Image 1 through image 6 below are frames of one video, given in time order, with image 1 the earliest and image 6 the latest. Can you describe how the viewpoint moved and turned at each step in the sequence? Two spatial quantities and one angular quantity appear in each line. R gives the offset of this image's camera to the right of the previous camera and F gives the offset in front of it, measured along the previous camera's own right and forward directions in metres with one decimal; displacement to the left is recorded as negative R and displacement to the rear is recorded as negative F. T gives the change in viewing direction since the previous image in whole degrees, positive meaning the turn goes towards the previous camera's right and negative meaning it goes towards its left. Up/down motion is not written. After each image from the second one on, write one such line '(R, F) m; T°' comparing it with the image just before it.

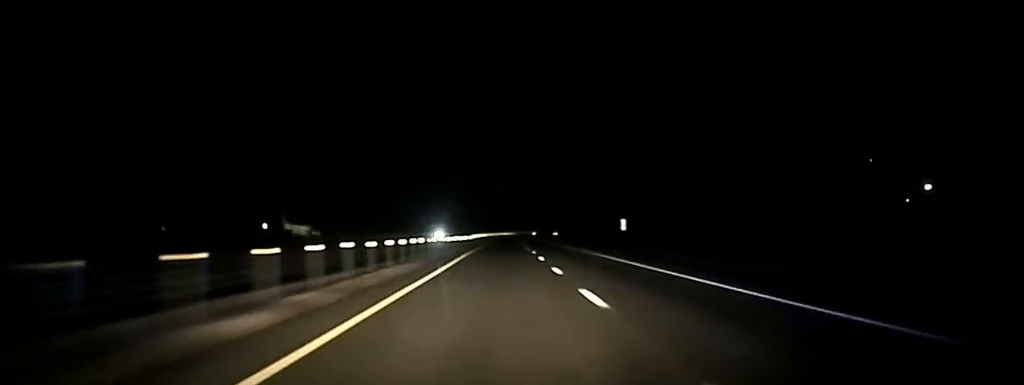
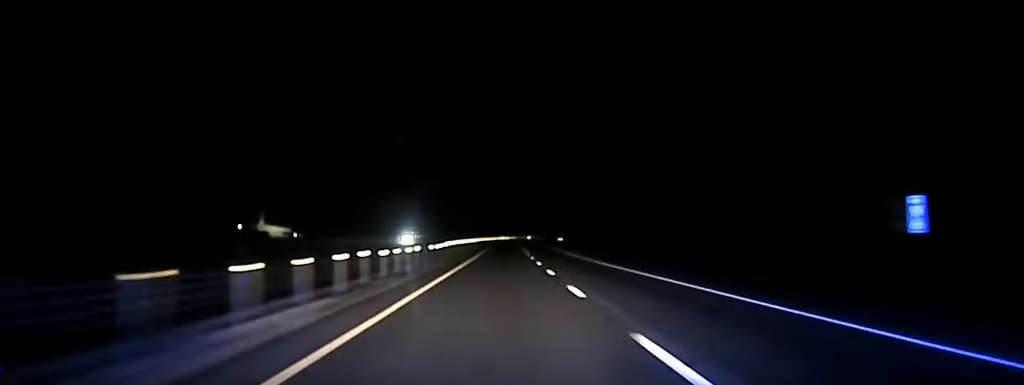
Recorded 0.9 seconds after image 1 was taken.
(0.0, +54.1) m; 0°
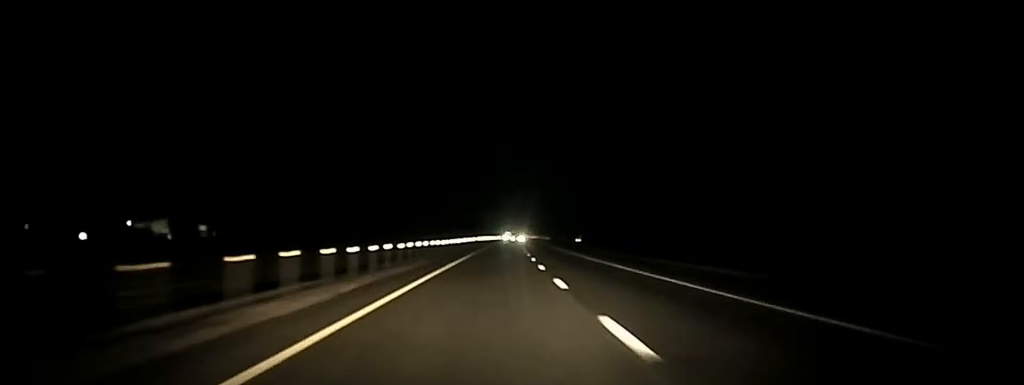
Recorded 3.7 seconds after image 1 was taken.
(+1.2, +166.3) m; +1°
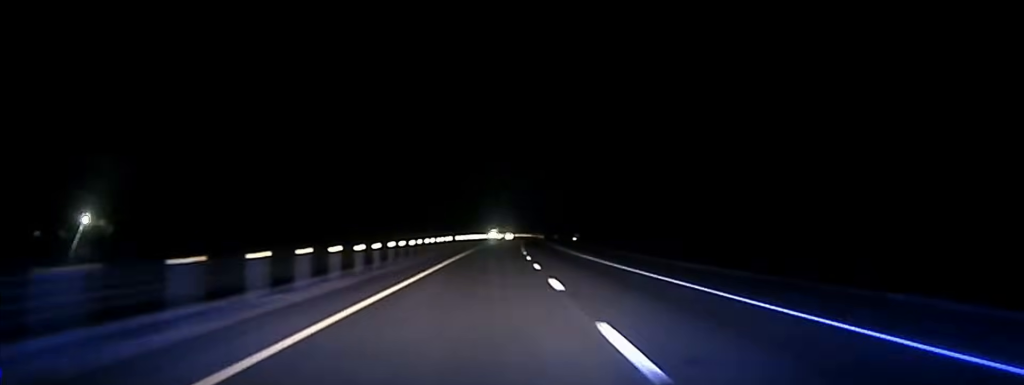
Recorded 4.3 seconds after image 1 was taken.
(+0.5, +36.5) m; +1°
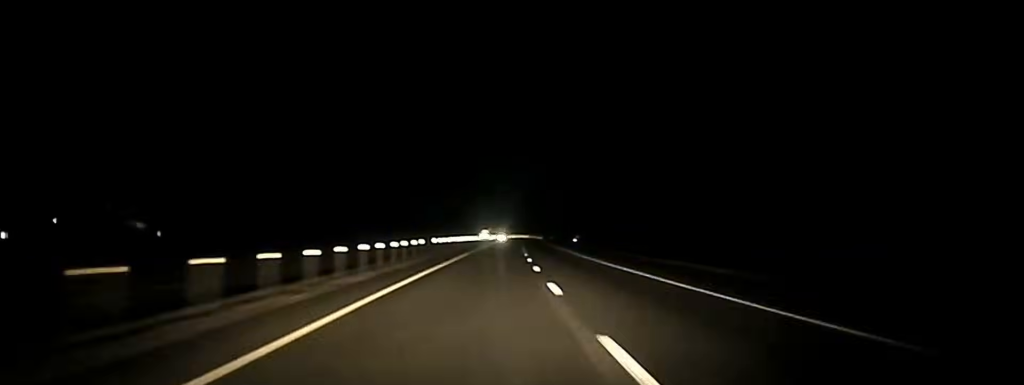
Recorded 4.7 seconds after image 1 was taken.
(+0.2, +25.6) m; 0°
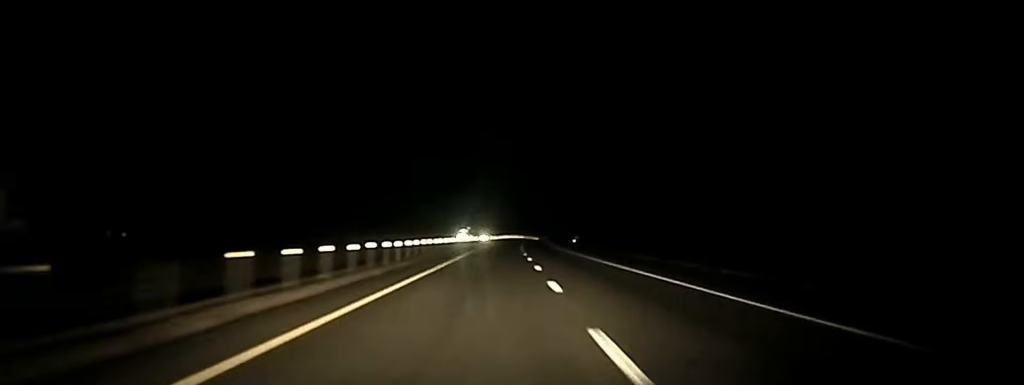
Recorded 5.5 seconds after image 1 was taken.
(+0.1, +46.0) m; +1°
